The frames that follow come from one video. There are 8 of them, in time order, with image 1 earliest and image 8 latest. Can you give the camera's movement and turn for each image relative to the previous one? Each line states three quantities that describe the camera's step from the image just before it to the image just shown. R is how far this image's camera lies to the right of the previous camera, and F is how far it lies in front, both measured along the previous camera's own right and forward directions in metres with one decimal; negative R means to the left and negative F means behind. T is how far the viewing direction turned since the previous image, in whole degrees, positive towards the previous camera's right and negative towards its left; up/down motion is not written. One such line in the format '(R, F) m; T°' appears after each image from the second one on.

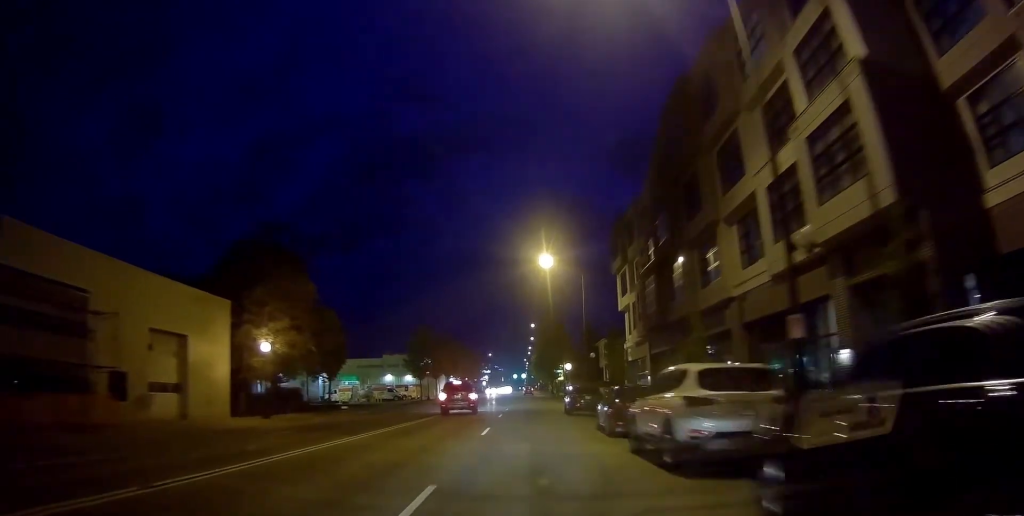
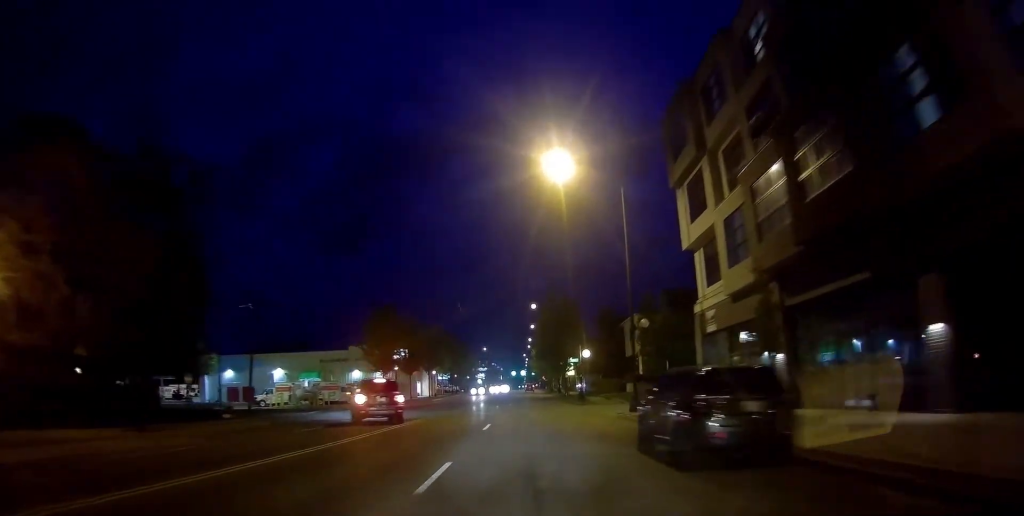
(-0.3, +22.5) m; -2°
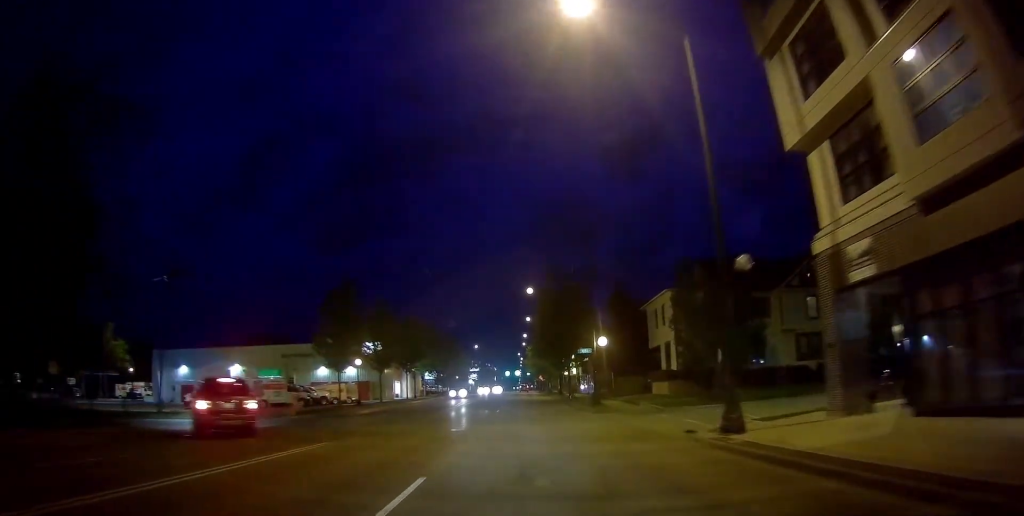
(-0.1, +14.3) m; +1°
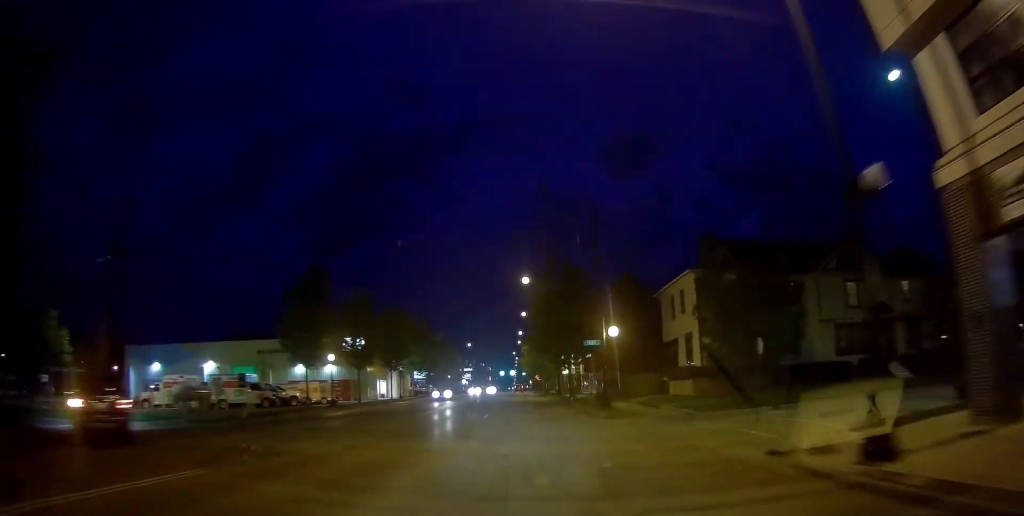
(0.0, +6.9) m; +1°
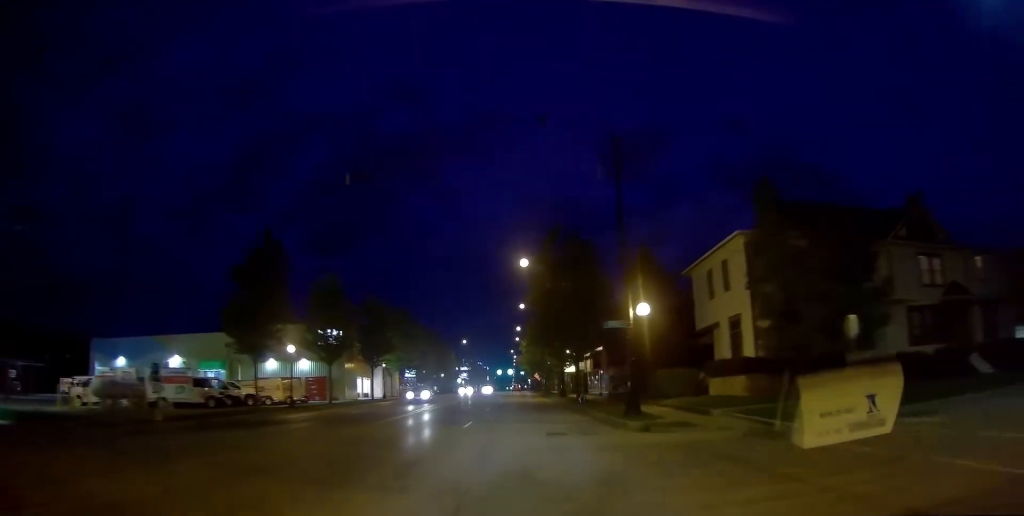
(+0.1, +8.4) m; +2°
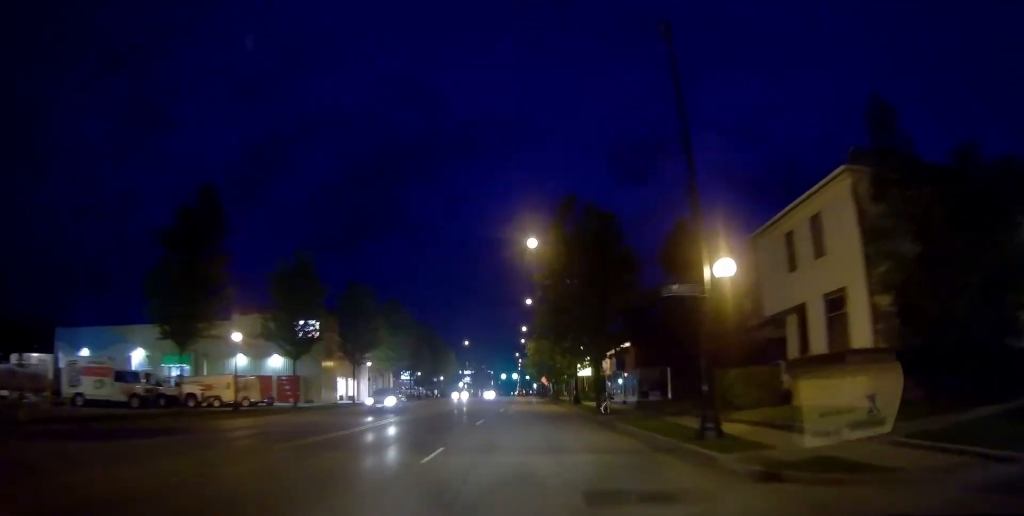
(+0.2, +9.4) m; +1°
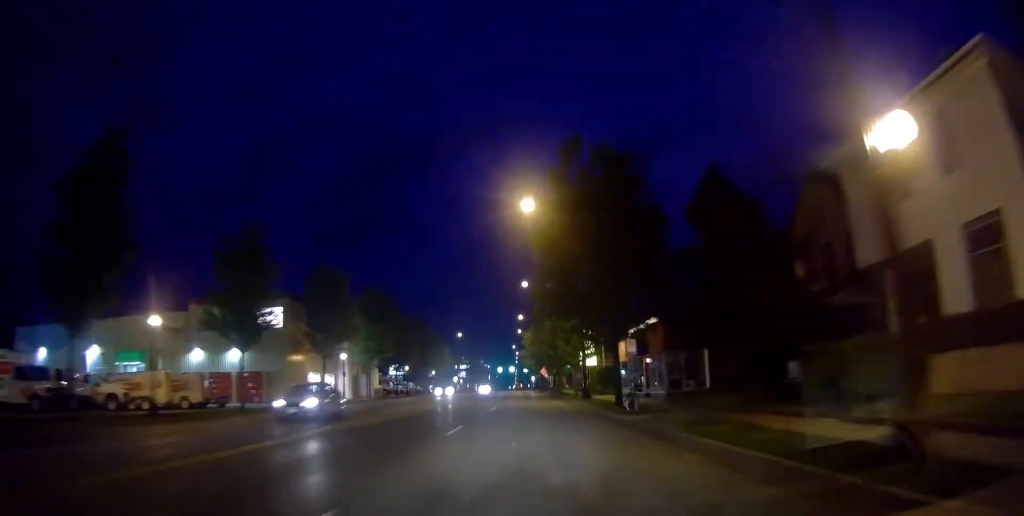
(+0.2, +7.9) m; +1°
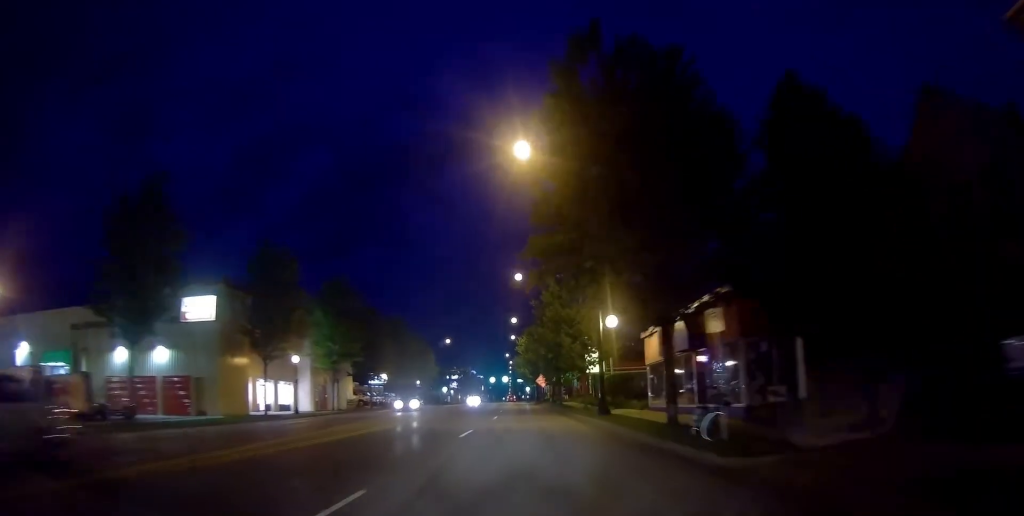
(-0.1, +10.9) m; 0°
